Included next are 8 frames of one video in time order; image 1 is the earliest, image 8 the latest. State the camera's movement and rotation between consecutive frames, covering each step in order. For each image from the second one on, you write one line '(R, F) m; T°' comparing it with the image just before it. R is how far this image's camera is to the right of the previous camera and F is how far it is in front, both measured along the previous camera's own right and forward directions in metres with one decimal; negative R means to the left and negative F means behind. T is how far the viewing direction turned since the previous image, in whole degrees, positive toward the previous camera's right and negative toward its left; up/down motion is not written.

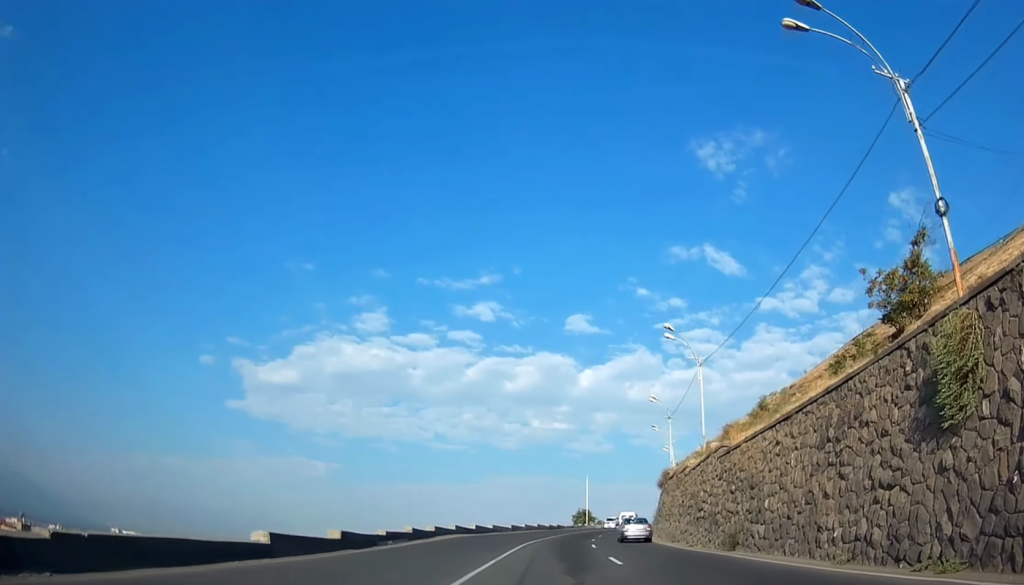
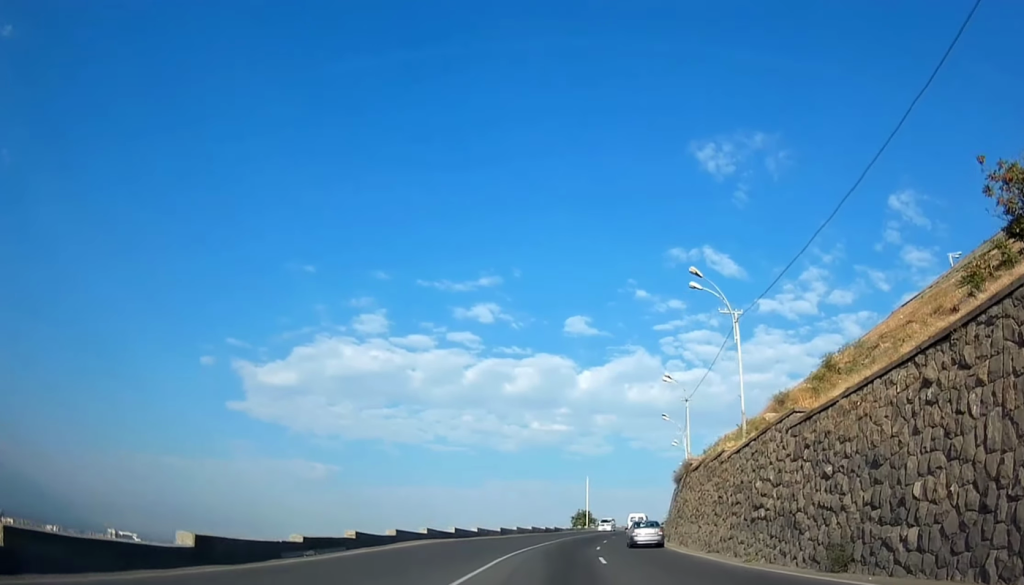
(-0.1, +9.8) m; +1°
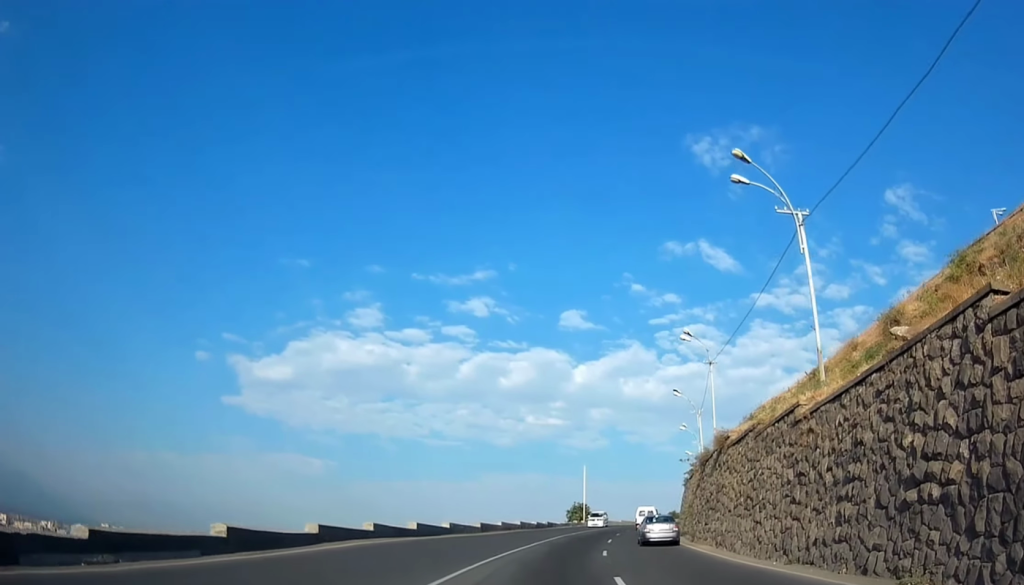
(+0.4, +10.6) m; +1°
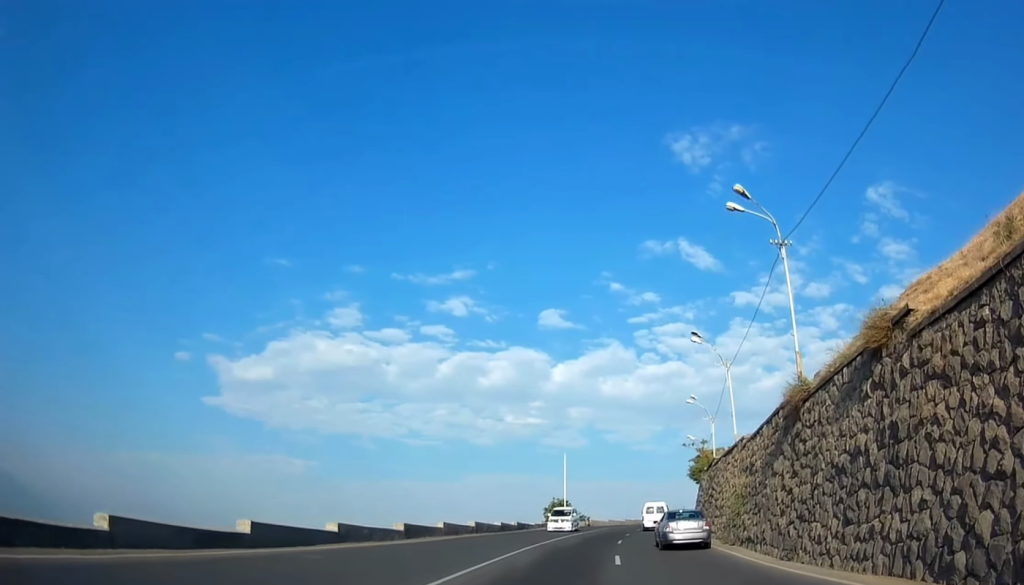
(+0.3, +18.2) m; +1°
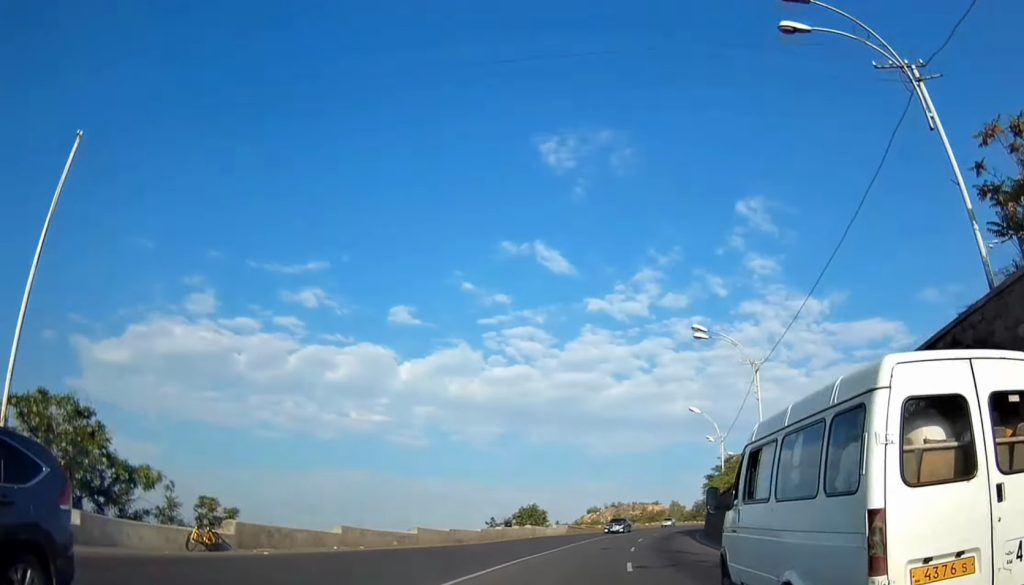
(+6.1, +76.6) m; +12°
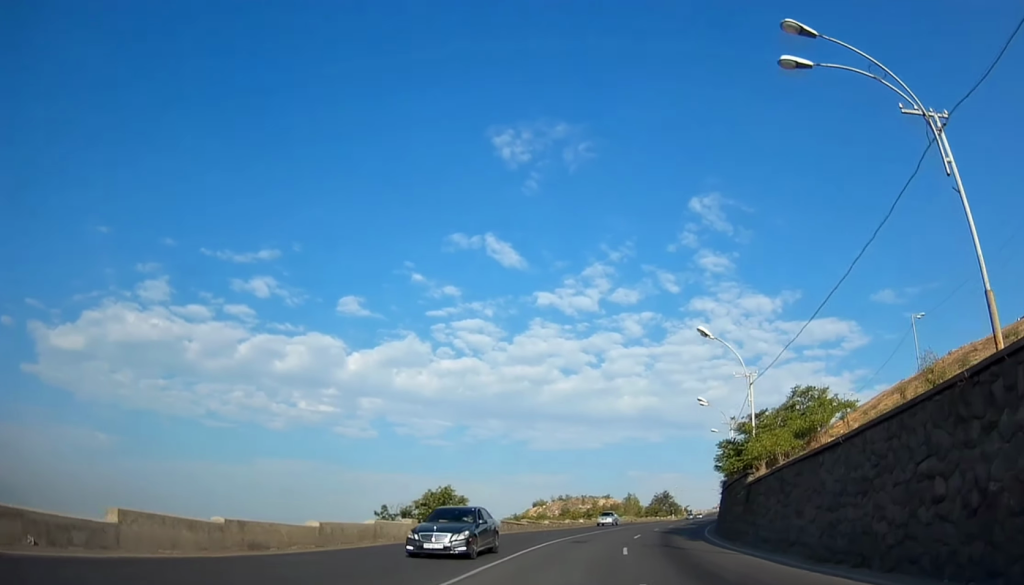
(+0.6, +20.9) m; +4°
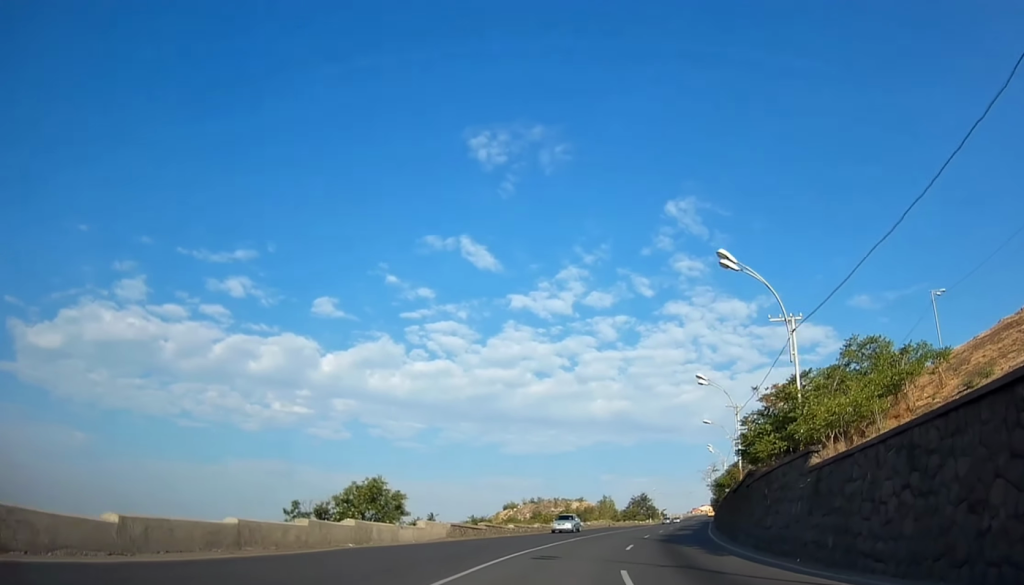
(-0.2, +9.9) m; +2°
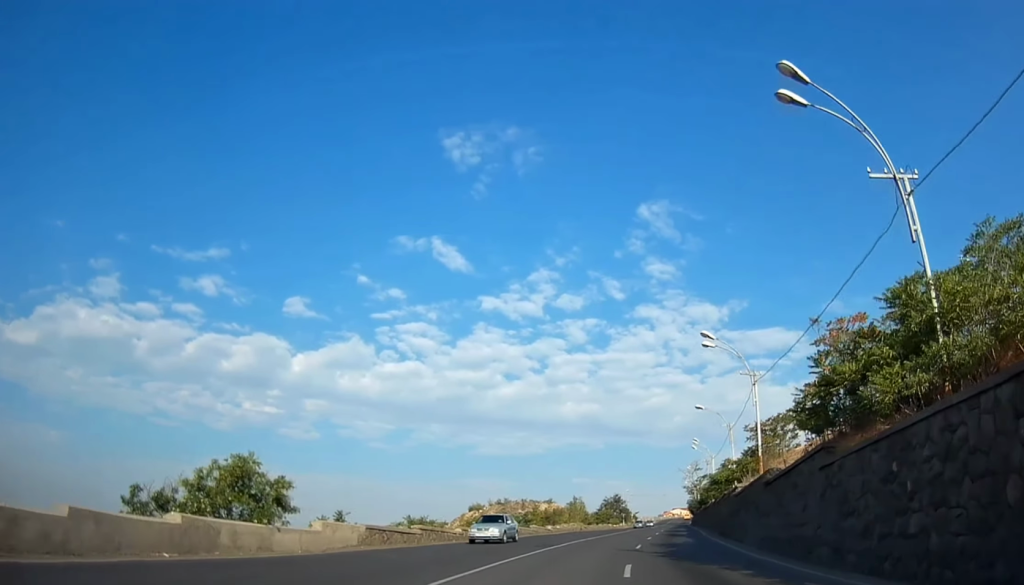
(+0.7, +10.7) m; +3°
